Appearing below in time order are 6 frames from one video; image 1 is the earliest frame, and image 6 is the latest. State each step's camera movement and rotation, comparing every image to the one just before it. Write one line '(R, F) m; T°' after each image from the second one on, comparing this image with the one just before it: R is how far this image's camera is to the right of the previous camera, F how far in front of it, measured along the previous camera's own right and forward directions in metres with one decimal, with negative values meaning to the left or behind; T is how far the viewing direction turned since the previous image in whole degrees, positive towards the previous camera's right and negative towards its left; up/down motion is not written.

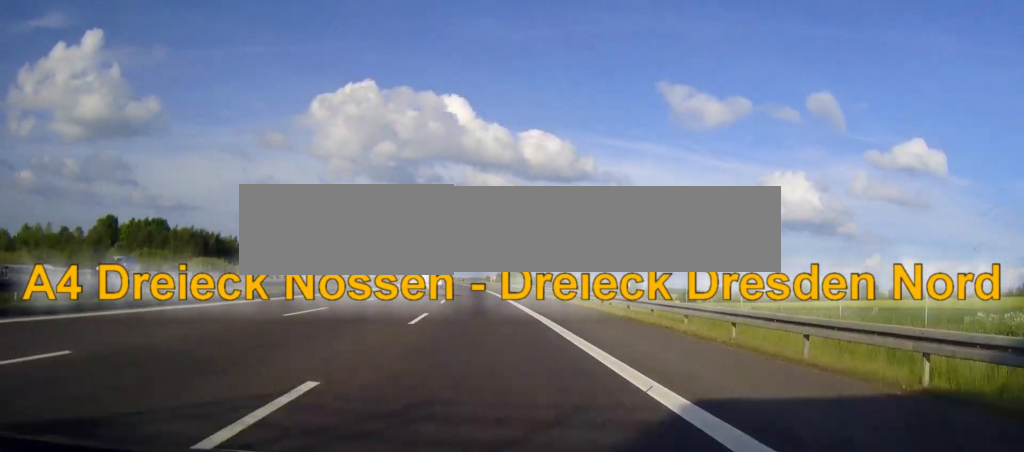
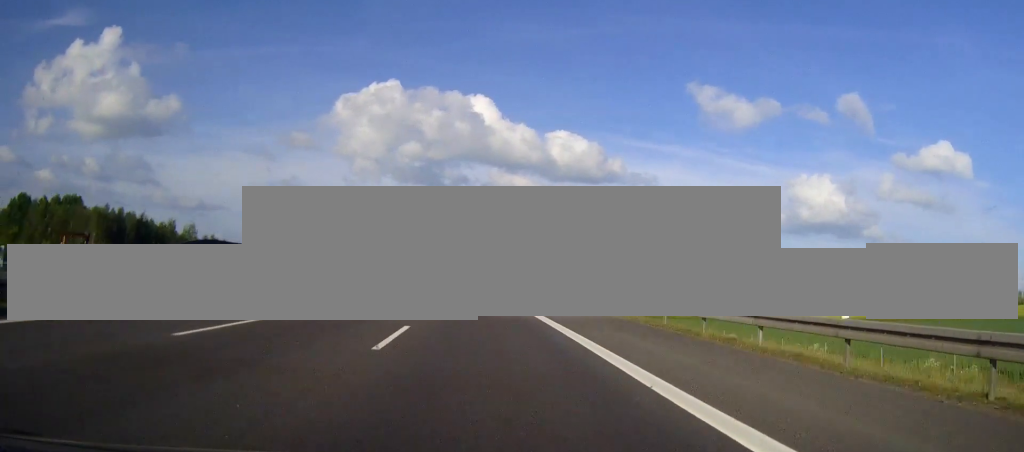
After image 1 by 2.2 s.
(-1.2, +67.2) m; -2°
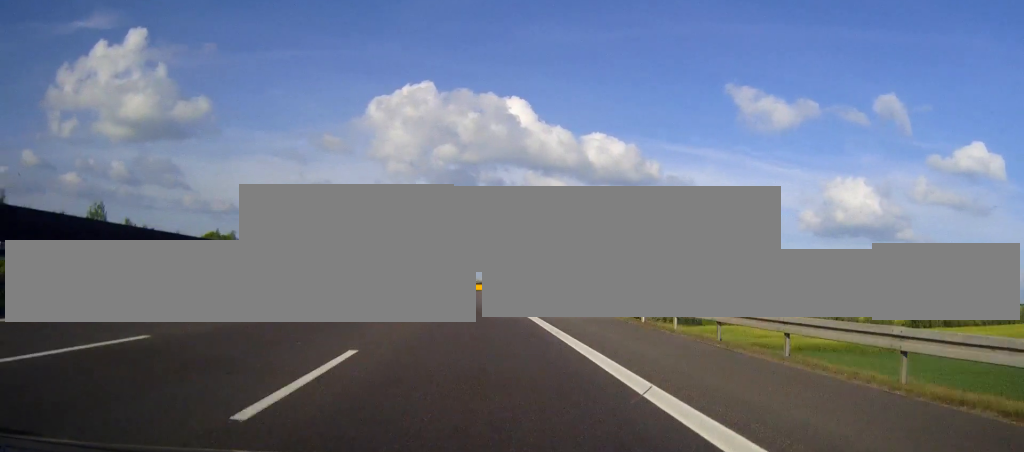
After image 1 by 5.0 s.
(-2.0, +84.7) m; -3°
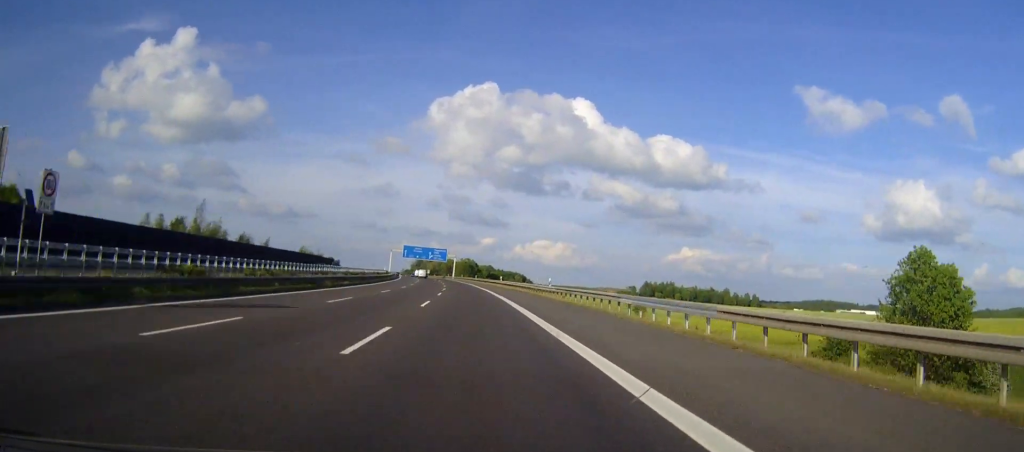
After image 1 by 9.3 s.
(-5.1, +124.2) m; -5°
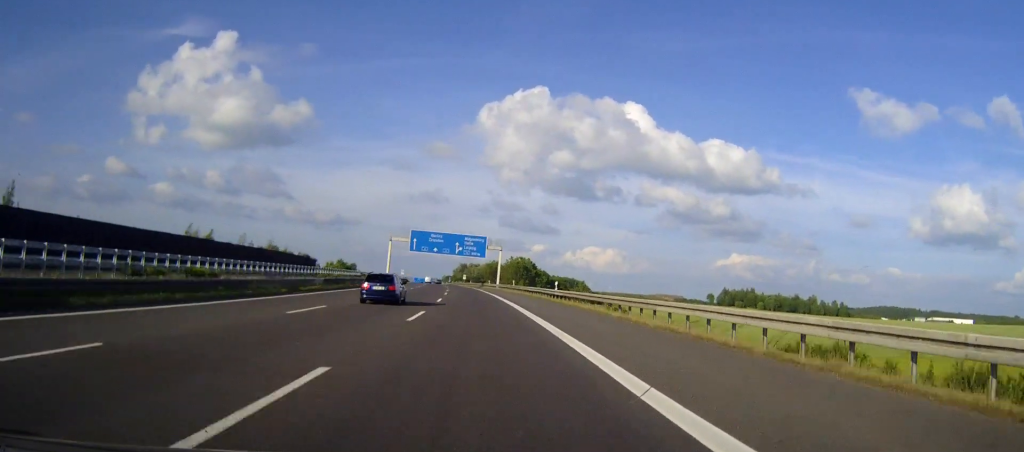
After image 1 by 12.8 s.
(-3.1, +96.0) m; -3°
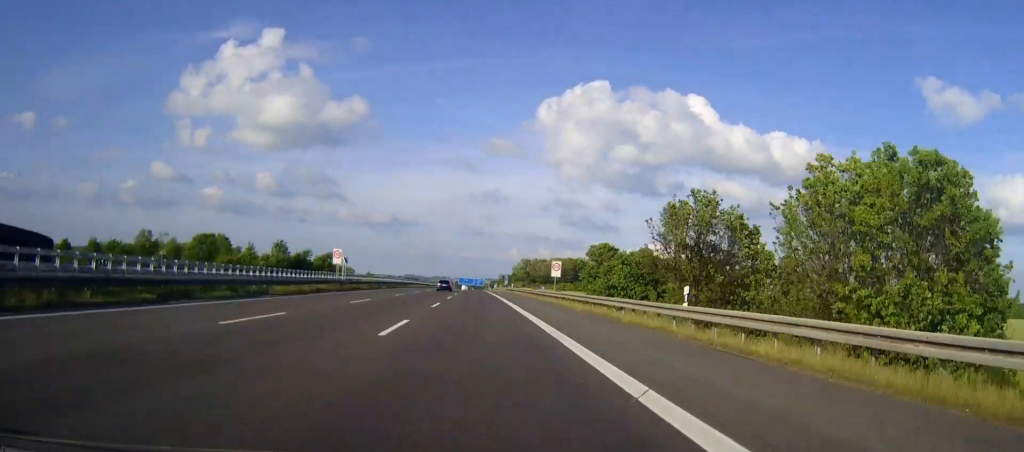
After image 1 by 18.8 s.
(-5.3, +160.3) m; -3°
